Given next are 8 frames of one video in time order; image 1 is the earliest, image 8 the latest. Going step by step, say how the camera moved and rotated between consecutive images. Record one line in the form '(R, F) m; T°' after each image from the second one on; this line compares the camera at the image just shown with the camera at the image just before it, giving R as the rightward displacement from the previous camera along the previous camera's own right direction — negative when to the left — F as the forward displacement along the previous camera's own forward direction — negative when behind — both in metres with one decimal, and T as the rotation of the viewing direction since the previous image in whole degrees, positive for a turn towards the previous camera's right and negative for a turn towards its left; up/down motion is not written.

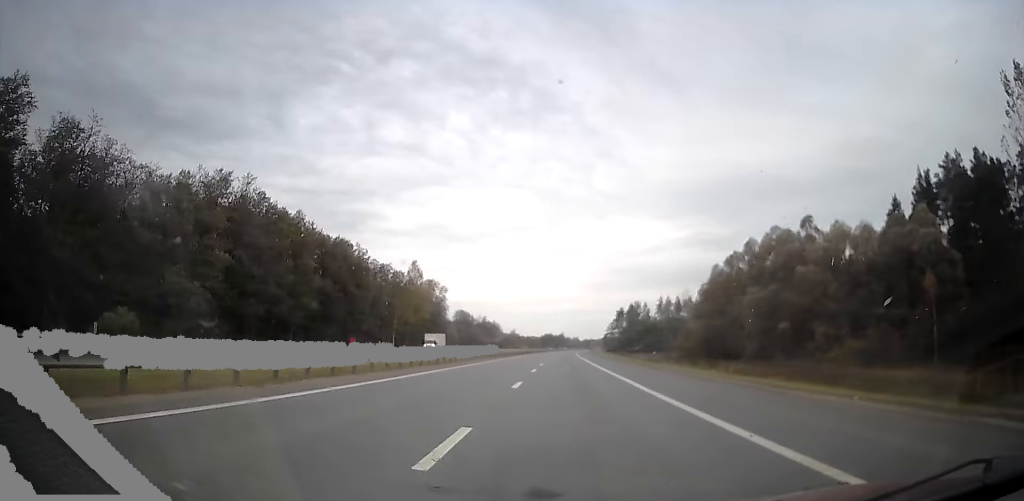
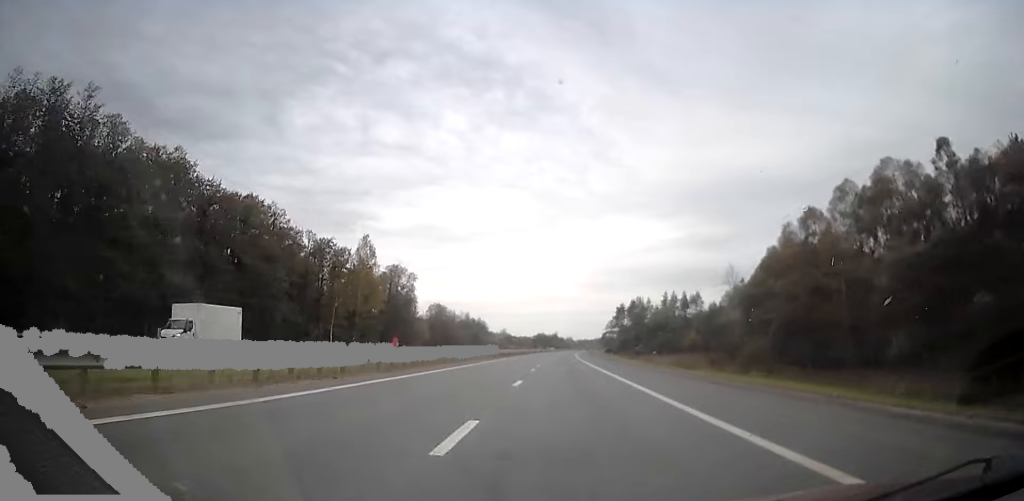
(-0.1, +35.2) m; -1°
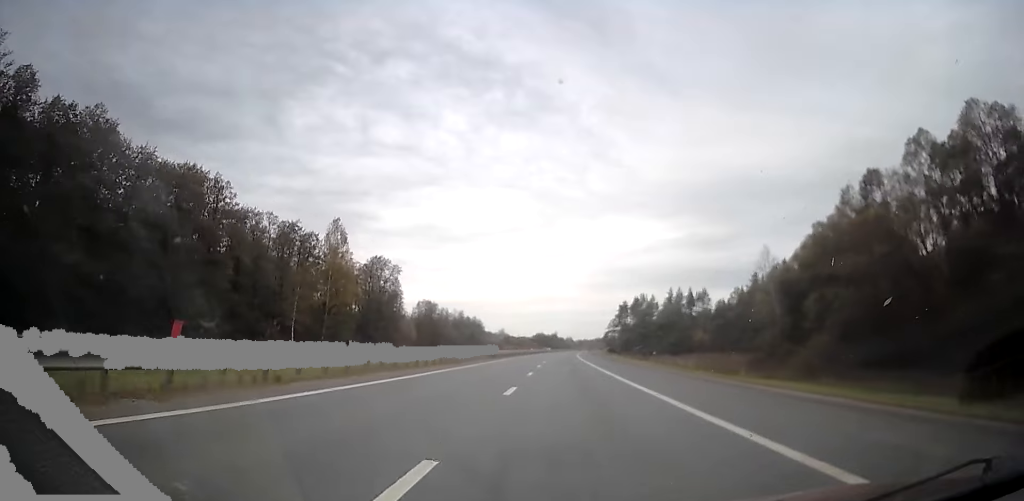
(+0.1, +15.7) m; 0°
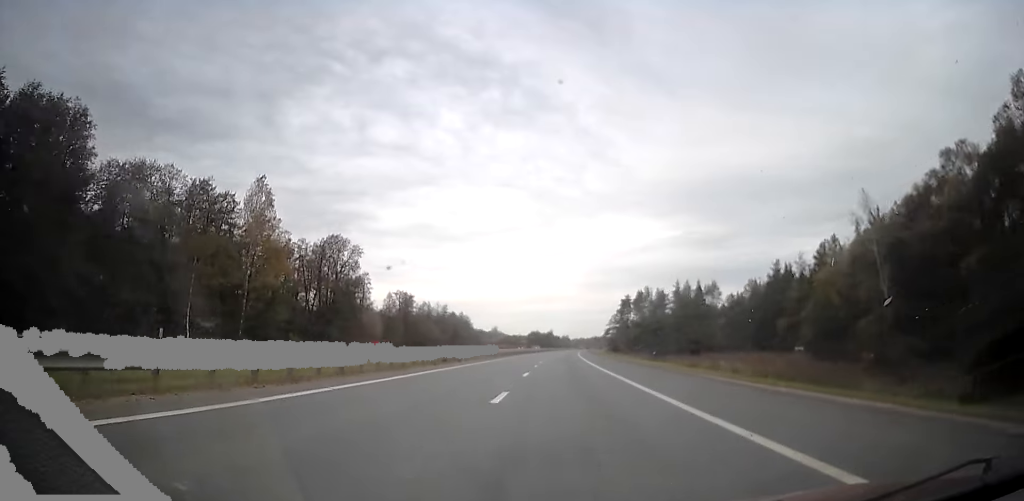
(0.0, +26.8) m; 0°
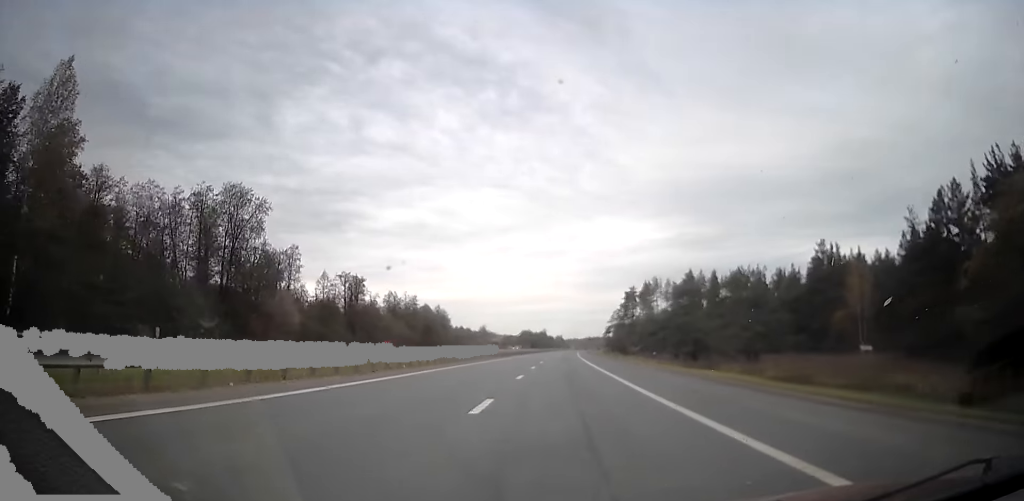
(+0.6, +38.9) m; +1°
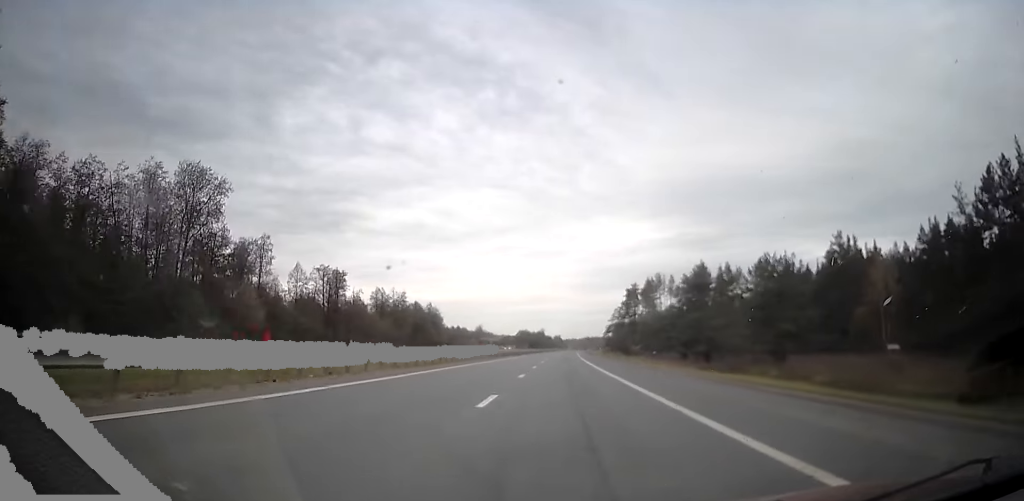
(+0.1, +11.1) m; -1°
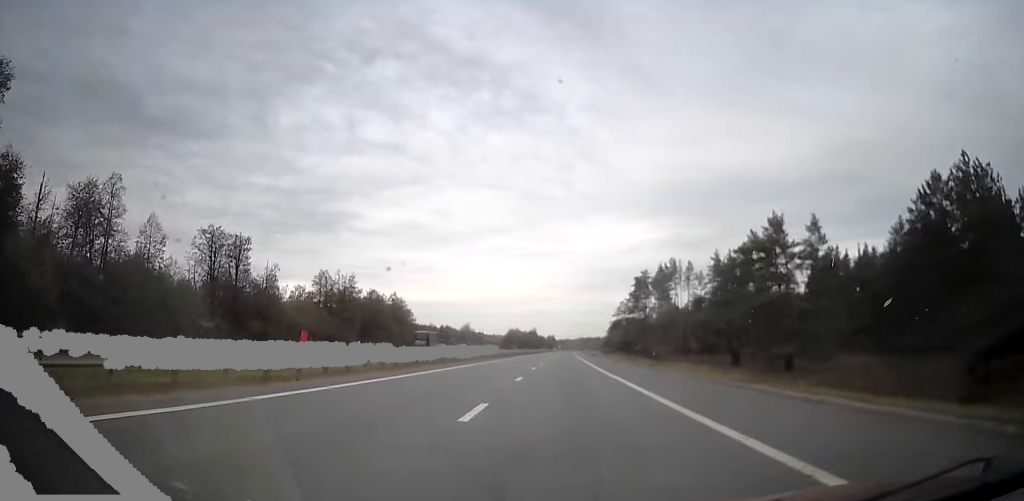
(-0.2, +38.6) m; +2°
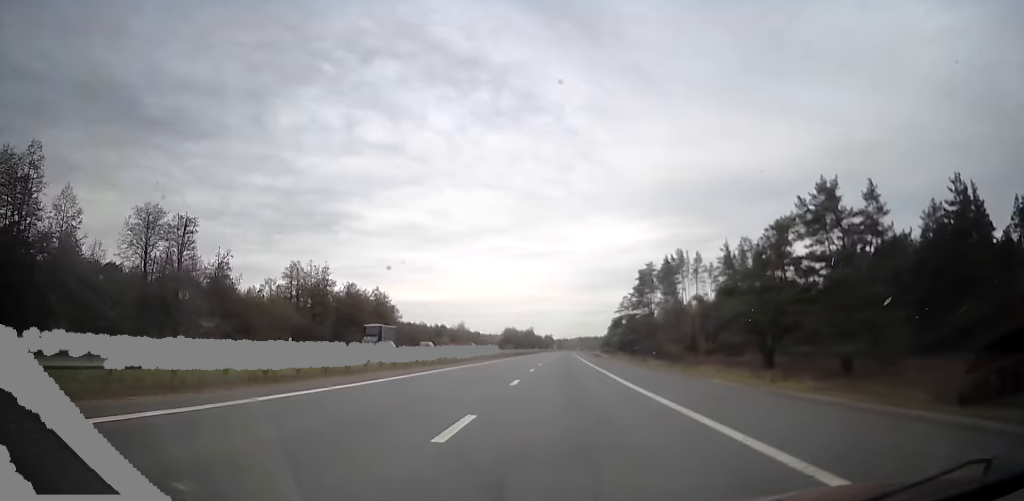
(+0.8, +14.2) m; +1°
